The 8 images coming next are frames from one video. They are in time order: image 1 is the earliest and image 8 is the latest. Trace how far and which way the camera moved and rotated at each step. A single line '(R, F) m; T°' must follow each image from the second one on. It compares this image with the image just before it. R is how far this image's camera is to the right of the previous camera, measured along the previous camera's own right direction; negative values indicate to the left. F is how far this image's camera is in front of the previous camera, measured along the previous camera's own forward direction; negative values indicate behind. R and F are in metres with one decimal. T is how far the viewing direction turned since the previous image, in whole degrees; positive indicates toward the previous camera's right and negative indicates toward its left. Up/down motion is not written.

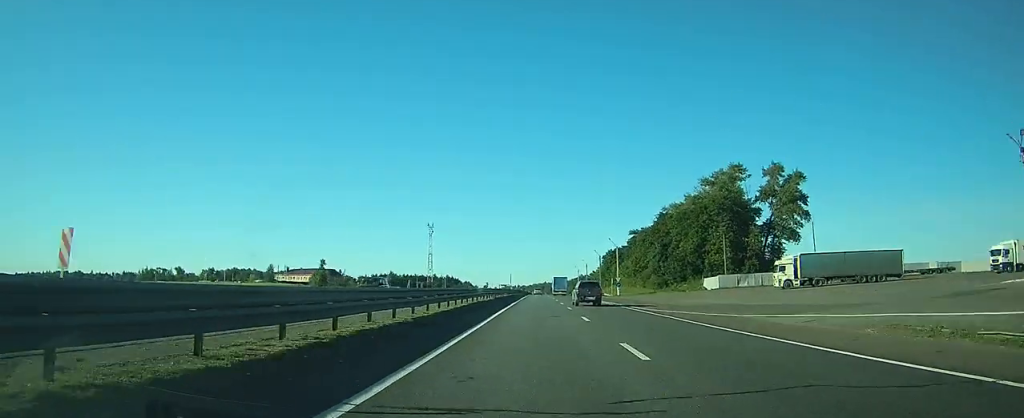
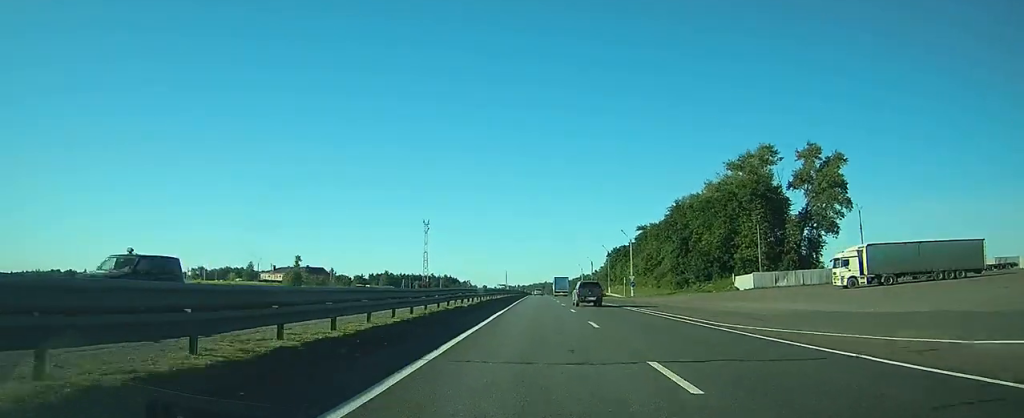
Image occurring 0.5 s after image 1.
(0.0, +15.0) m; 0°
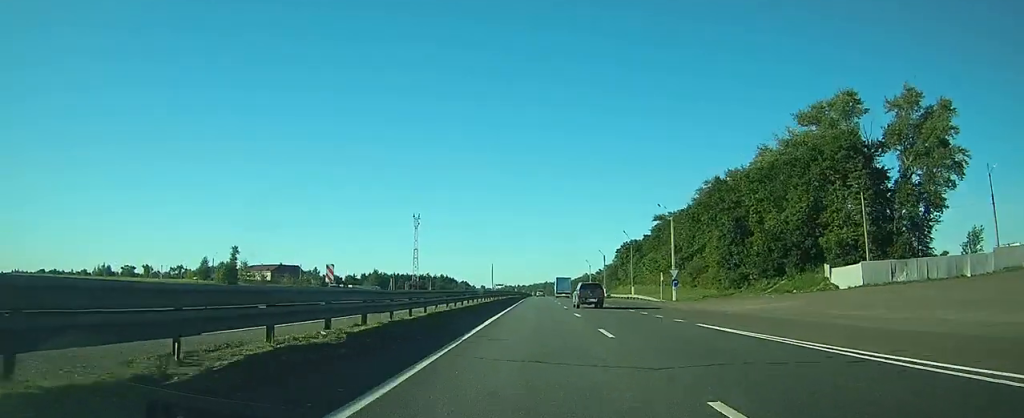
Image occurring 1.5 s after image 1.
(0.0, +27.2) m; 0°
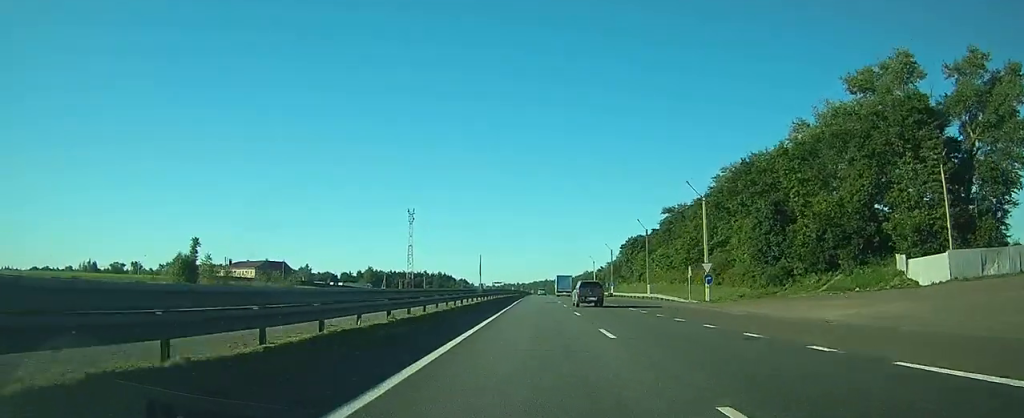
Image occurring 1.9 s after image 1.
(0.0, +12.2) m; 0°
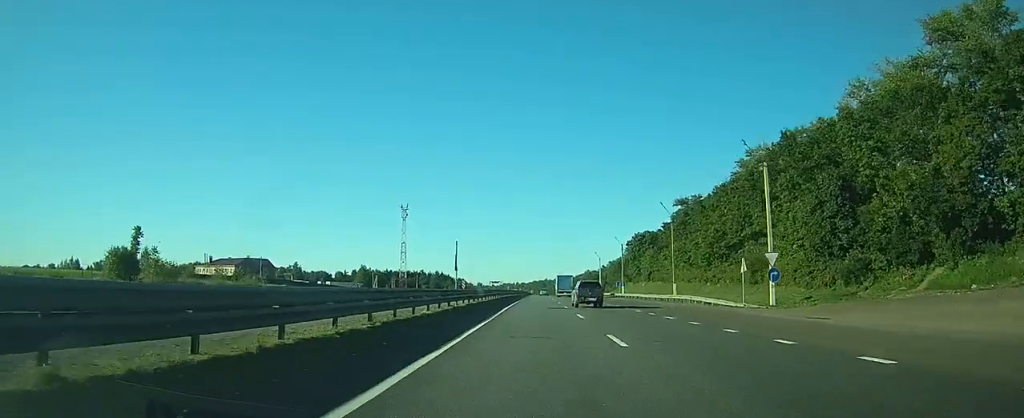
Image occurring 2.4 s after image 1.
(0.0, +14.1) m; 0°
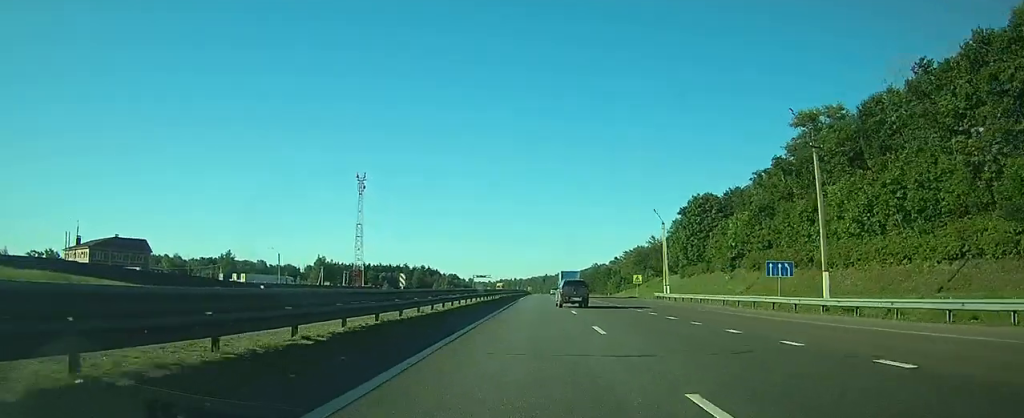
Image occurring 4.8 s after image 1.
(-0.2, +68.0) m; 0°
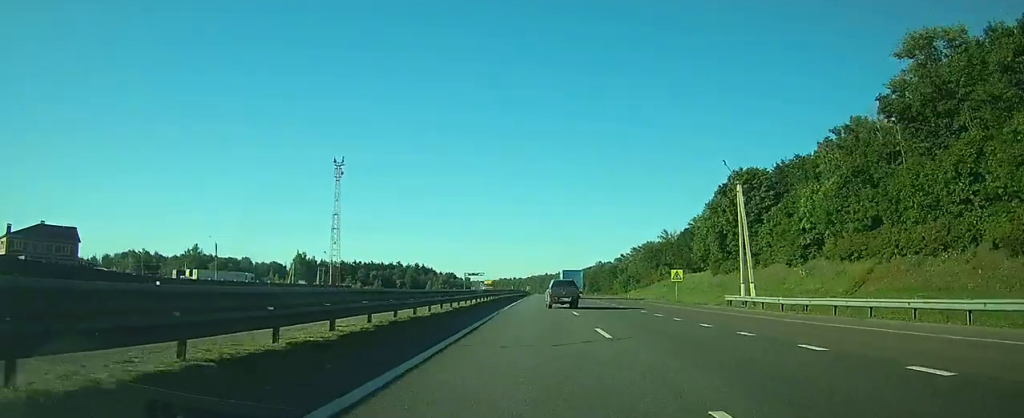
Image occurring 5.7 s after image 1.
(0.0, +24.8) m; 0°
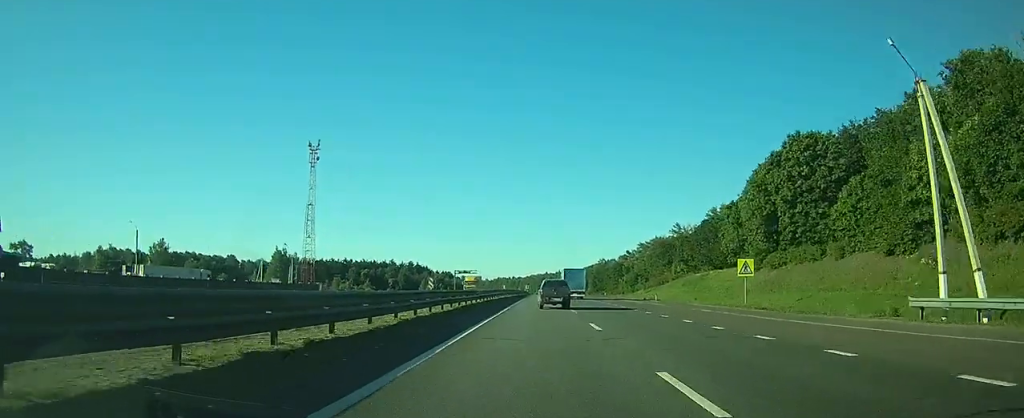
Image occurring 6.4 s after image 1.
(0.0, +21.1) m; 0°
